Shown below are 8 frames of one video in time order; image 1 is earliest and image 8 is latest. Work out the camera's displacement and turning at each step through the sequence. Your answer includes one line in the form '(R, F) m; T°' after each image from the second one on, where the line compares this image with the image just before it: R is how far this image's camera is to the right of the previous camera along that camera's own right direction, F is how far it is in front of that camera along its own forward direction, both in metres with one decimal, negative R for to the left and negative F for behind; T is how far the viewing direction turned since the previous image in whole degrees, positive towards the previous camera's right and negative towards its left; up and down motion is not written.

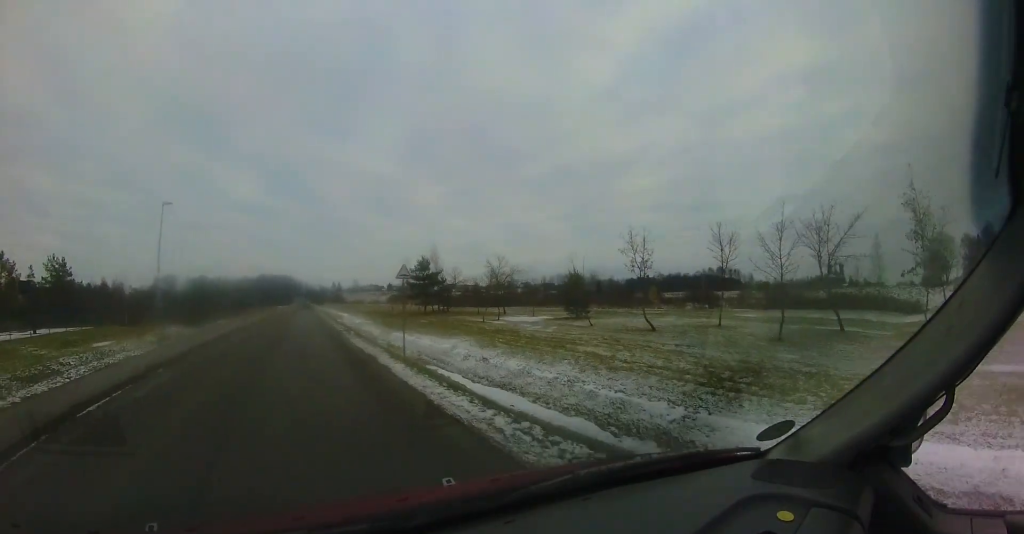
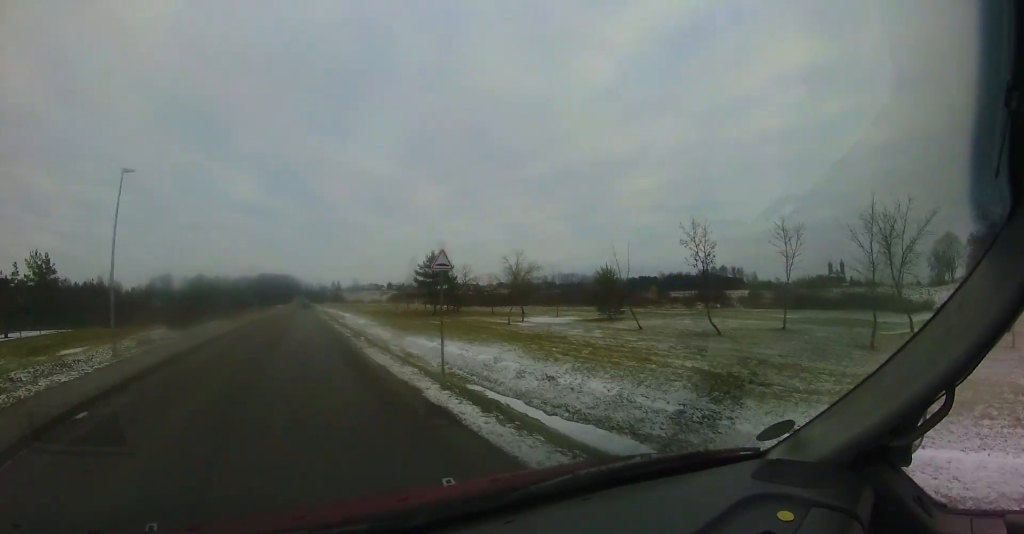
(0.0, +3.8) m; 0°
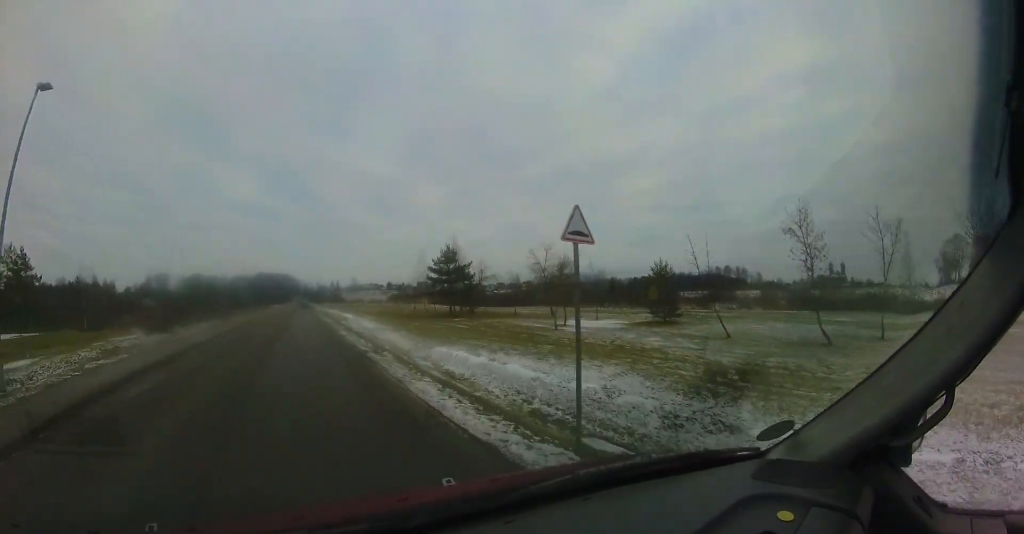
(+0.3, +4.9) m; -1°
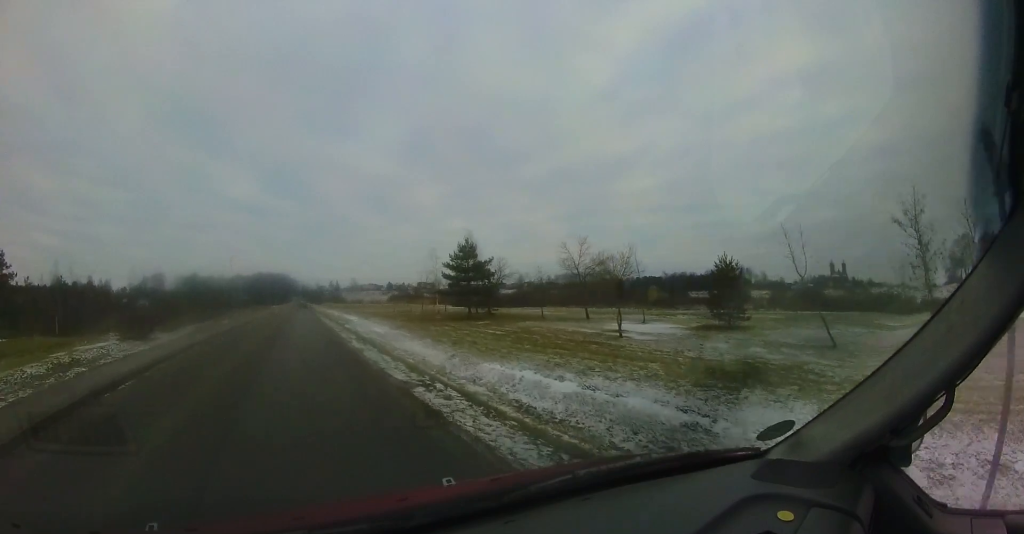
(-0.1, +4.5) m; 0°
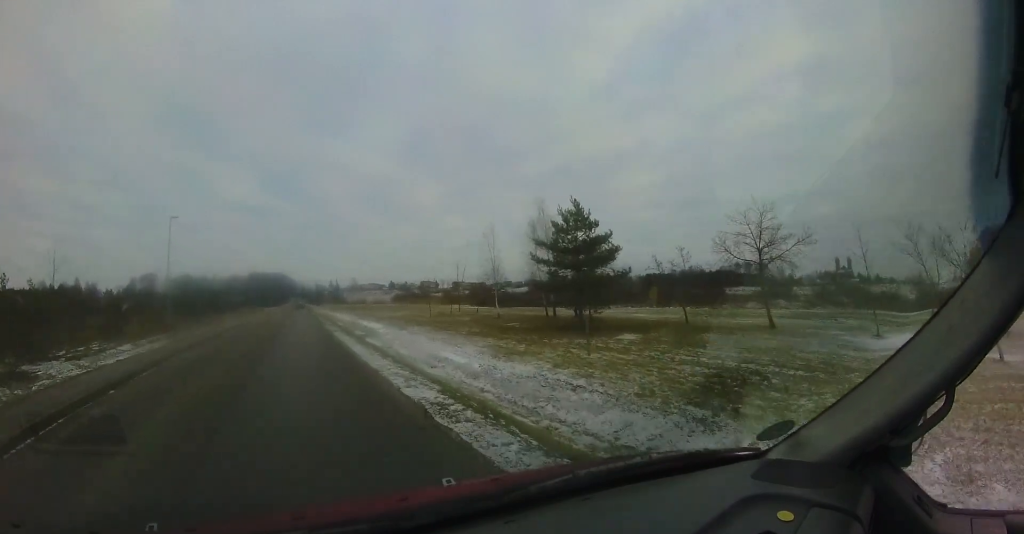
(+0.1, +13.9) m; -1°
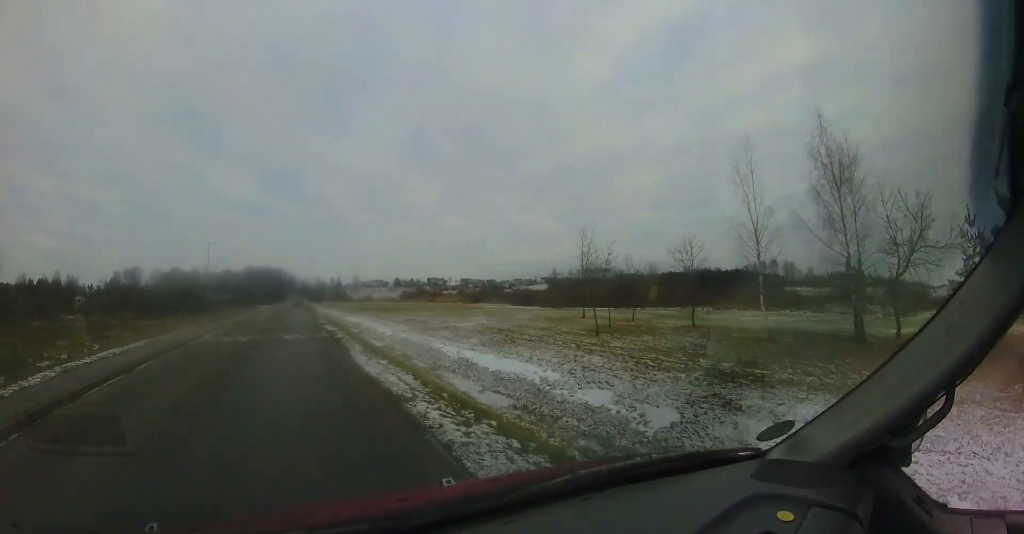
(-0.2, +21.3) m; +1°
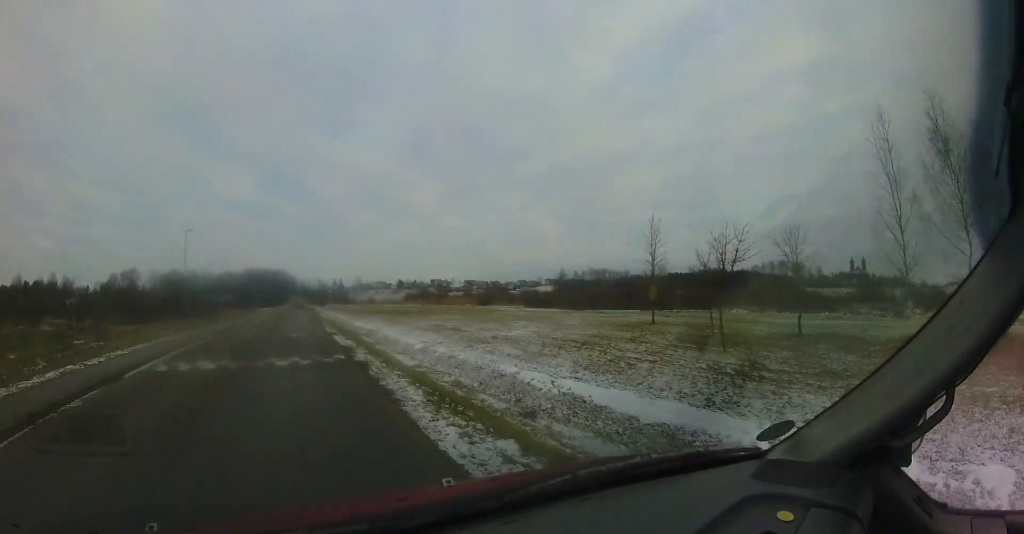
(-0.2, +5.7) m; 0°
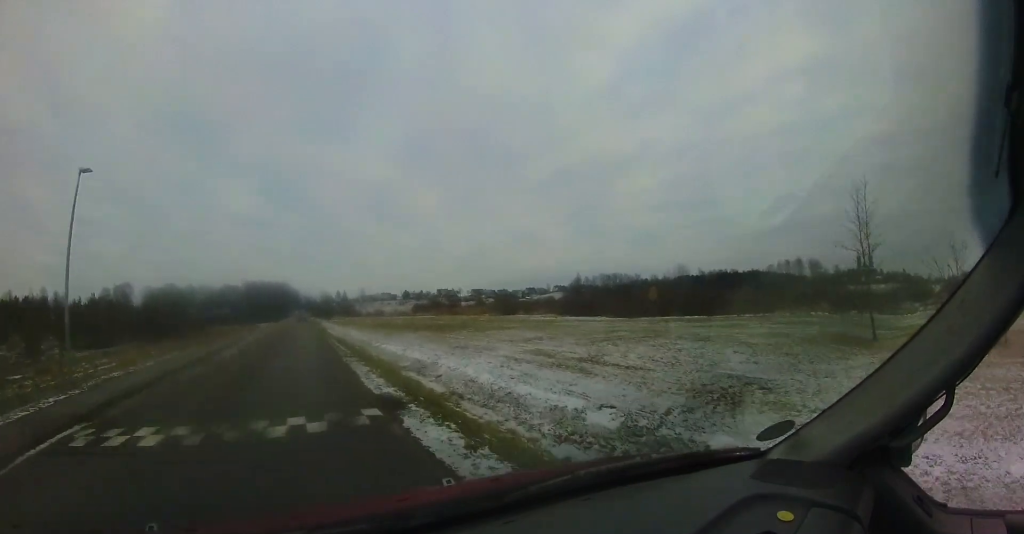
(+0.3, +11.6) m; -1°
